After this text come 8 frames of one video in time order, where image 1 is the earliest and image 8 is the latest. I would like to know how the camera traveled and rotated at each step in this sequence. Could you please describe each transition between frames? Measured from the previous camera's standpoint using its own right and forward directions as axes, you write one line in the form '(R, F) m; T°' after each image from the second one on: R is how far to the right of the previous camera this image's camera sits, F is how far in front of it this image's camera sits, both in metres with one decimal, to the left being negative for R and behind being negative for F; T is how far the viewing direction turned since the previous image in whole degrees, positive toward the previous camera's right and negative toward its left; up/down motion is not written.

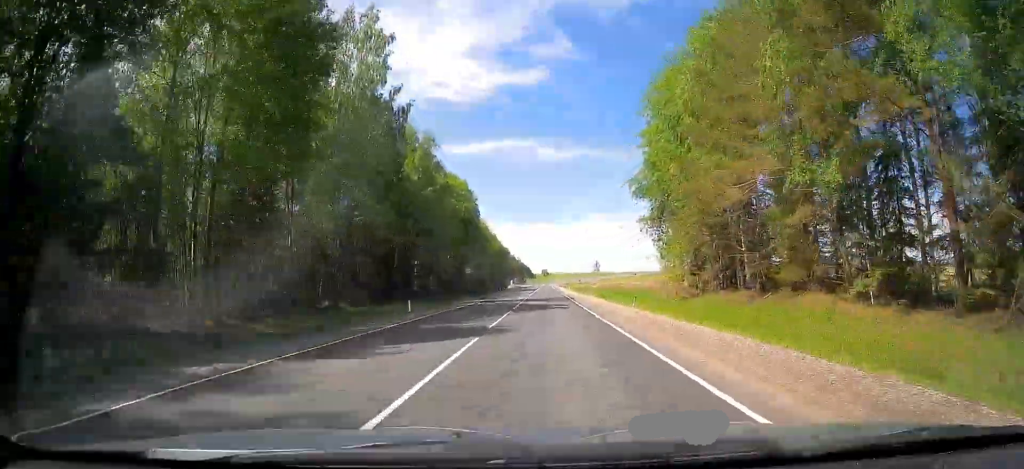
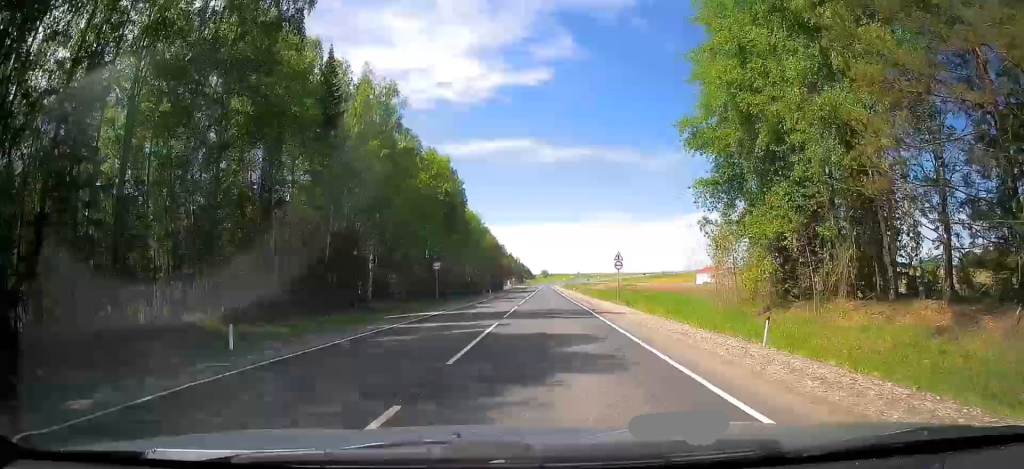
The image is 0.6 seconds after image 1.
(0.0, +18.9) m; 0°
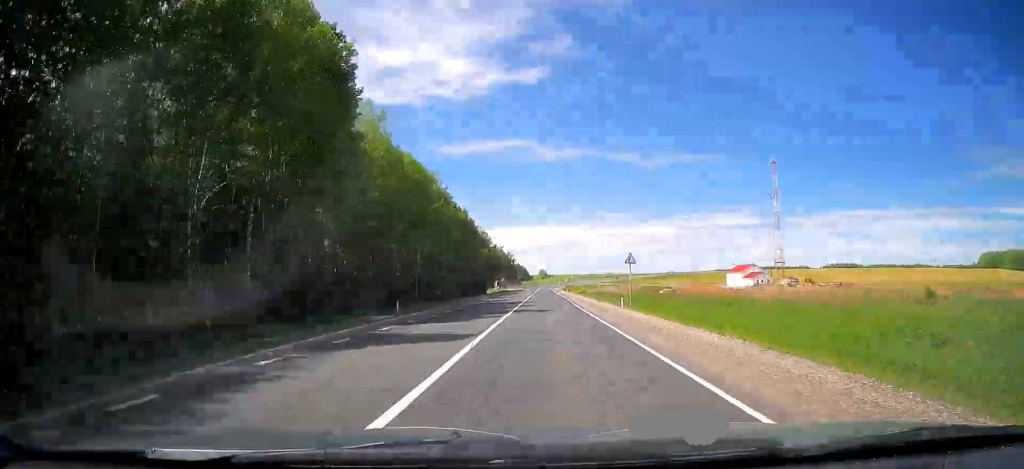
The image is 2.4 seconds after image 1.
(0.0, +57.8) m; 0°
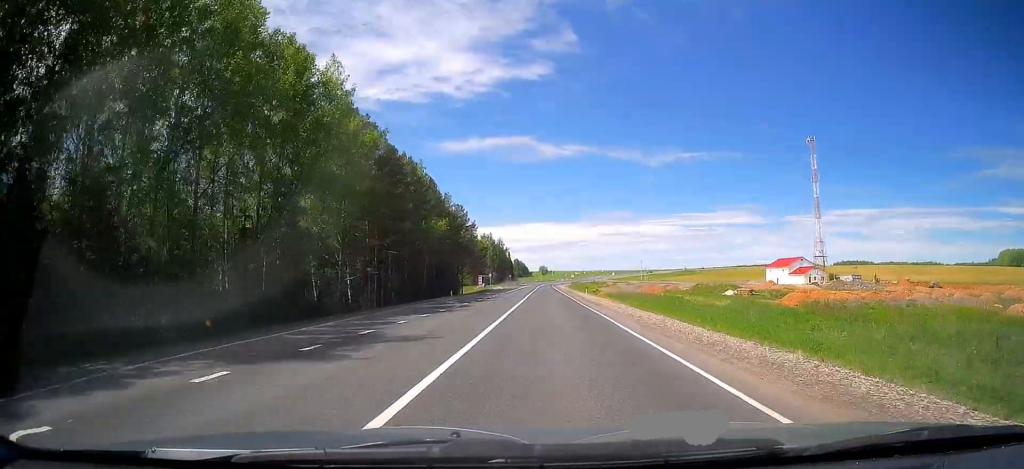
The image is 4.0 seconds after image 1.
(-0.1, +49.7) m; 0°
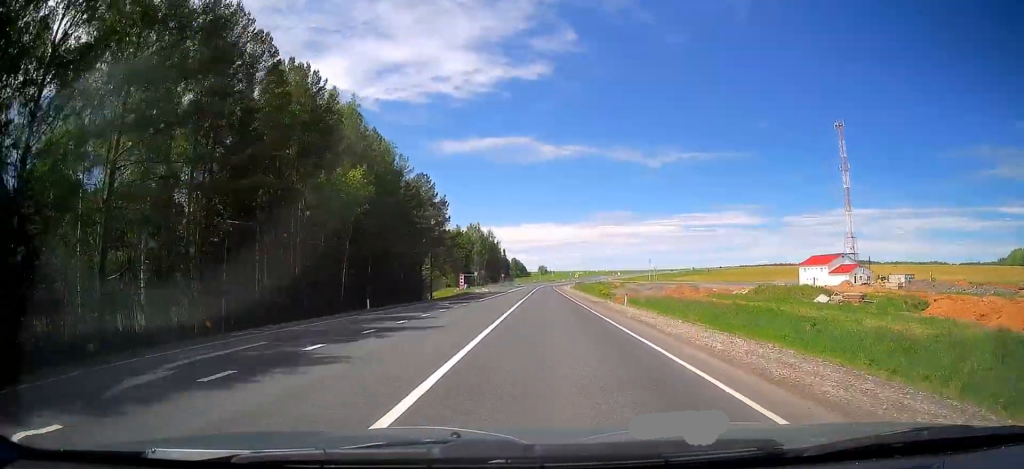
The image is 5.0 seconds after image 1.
(0.0, +31.7) m; 0°
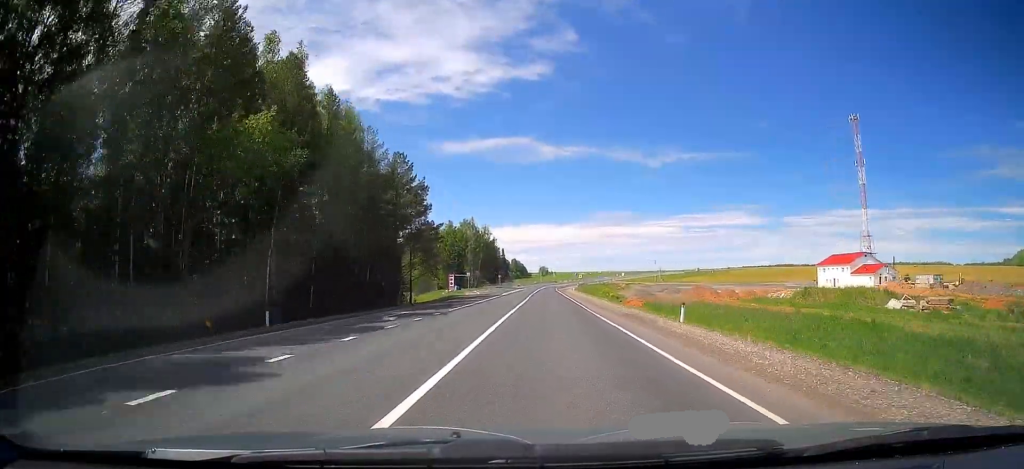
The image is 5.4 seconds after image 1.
(0.0, +13.7) m; 0°
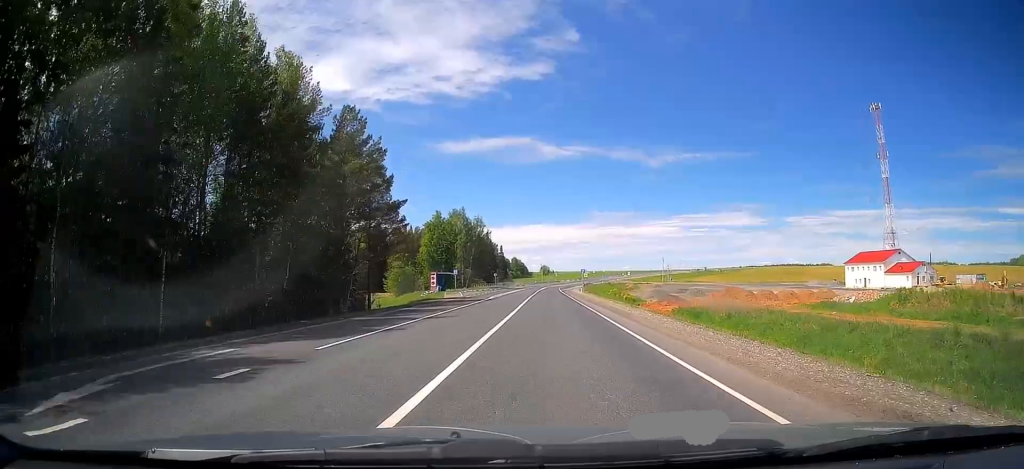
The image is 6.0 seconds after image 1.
(0.0, +17.8) m; 0°
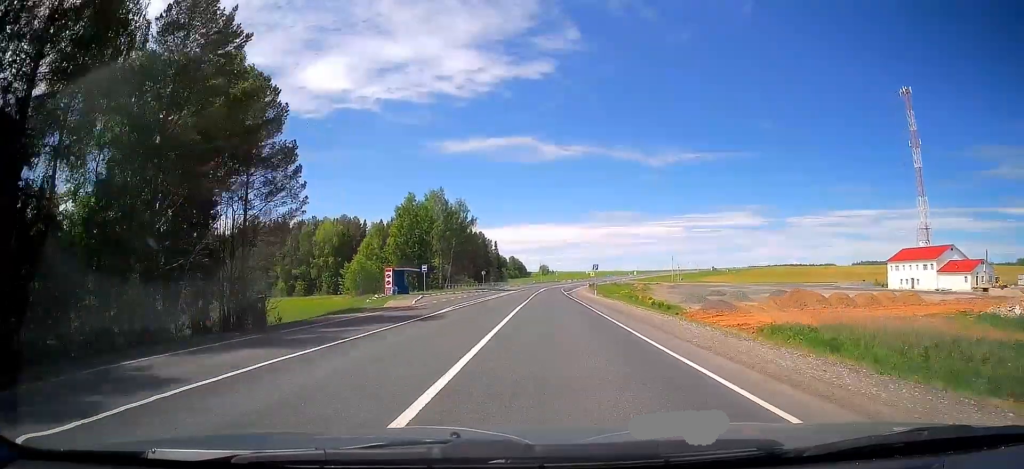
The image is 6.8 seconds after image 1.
(+0.1, +23.9) m; 0°
